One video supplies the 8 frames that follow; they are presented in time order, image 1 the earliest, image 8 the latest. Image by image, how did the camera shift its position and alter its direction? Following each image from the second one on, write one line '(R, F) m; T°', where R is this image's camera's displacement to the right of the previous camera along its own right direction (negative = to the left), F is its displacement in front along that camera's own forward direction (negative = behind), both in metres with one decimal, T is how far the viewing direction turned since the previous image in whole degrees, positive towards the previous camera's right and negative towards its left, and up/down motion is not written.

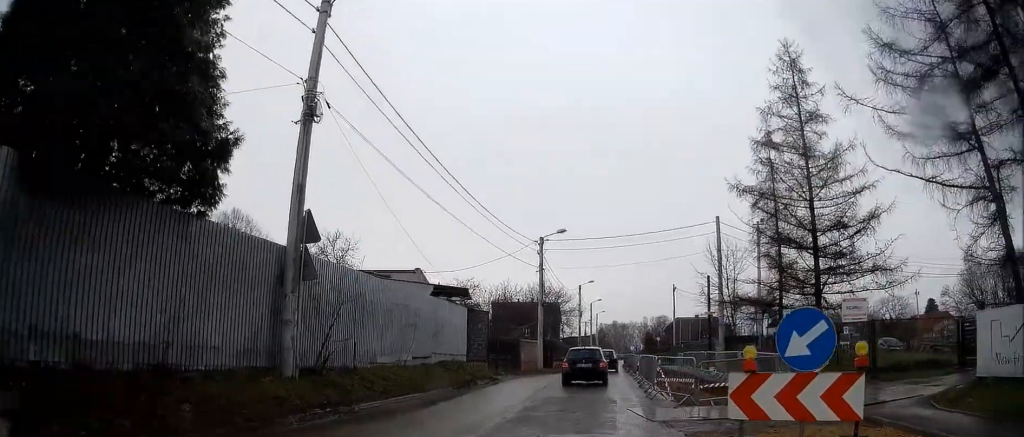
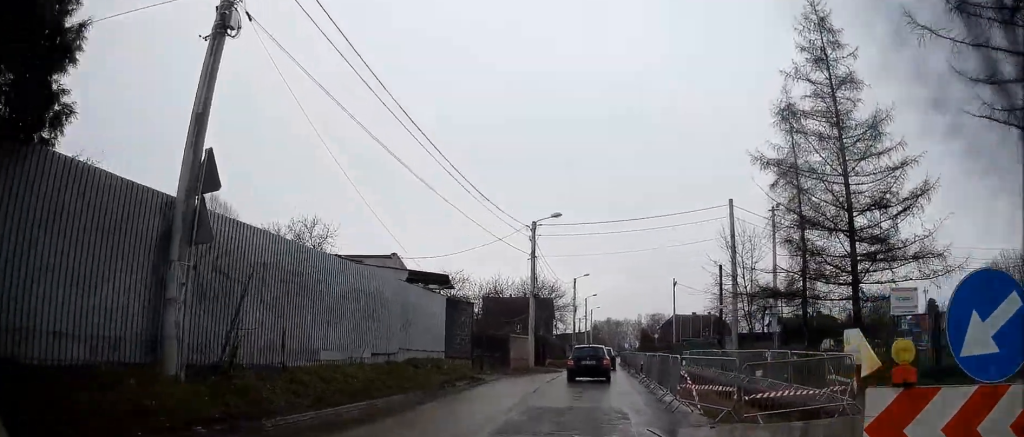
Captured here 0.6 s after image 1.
(0.0, +4.3) m; -1°
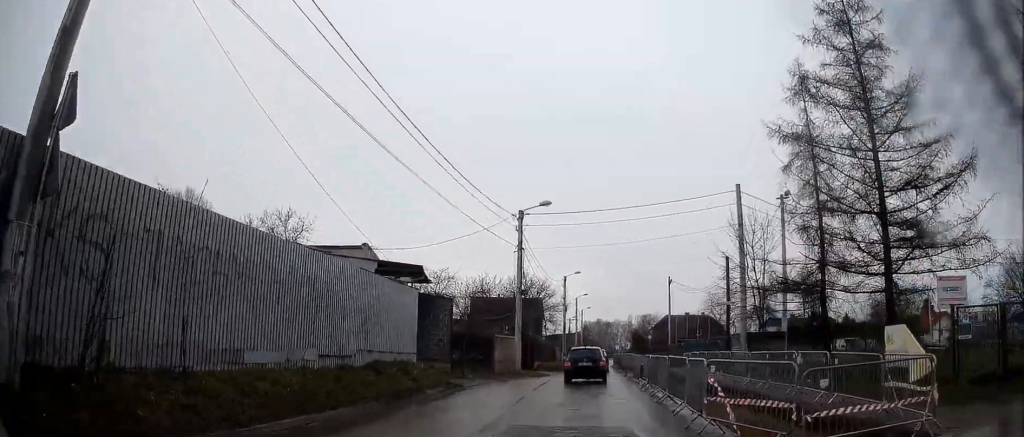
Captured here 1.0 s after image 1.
(0.0, +3.3) m; 0°
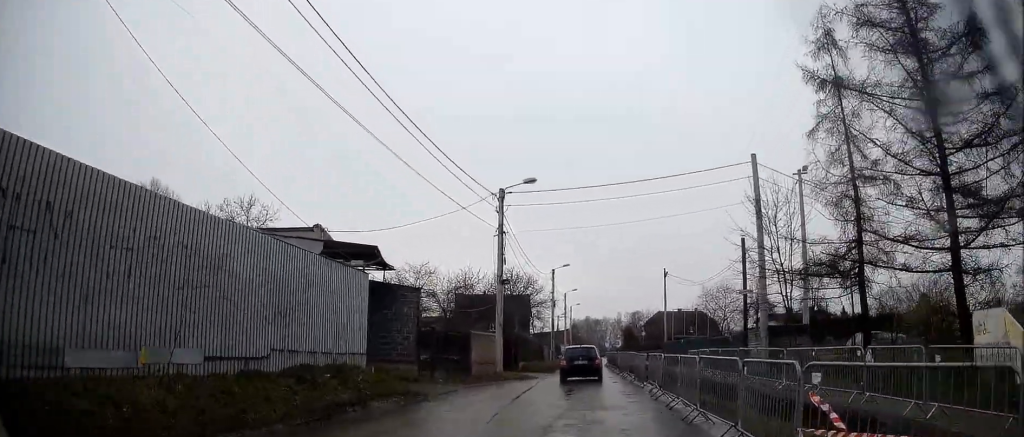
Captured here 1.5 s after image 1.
(-0.1, +4.5) m; 0°
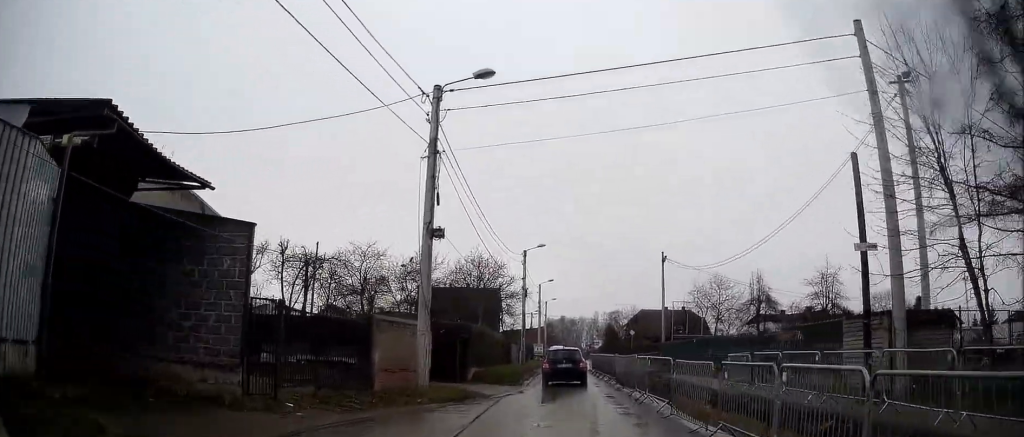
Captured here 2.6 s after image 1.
(+0.2, +11.6) m; +3°
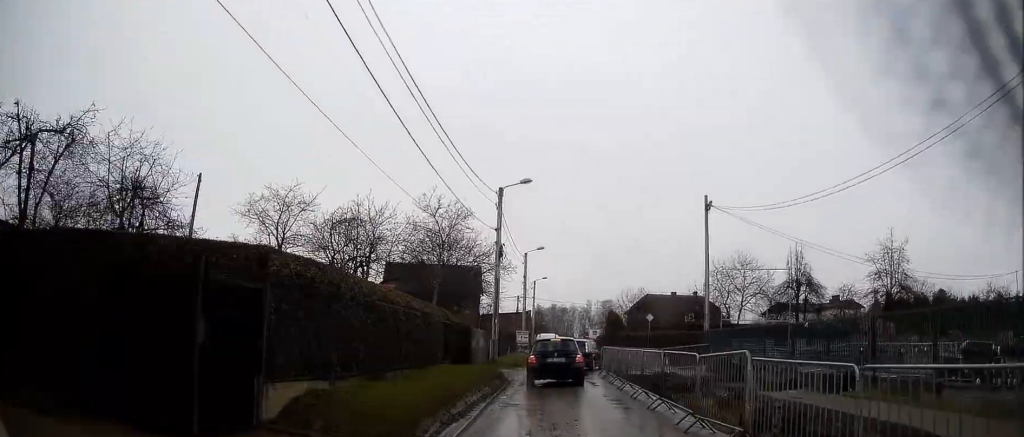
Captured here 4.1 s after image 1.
(+0.7, +16.0) m; +3°
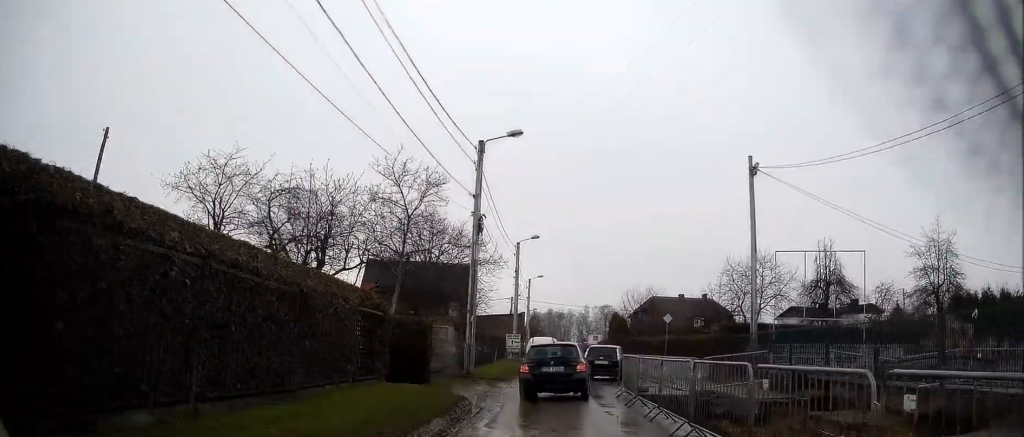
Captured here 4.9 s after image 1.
(+0.1, +8.3) m; -1°
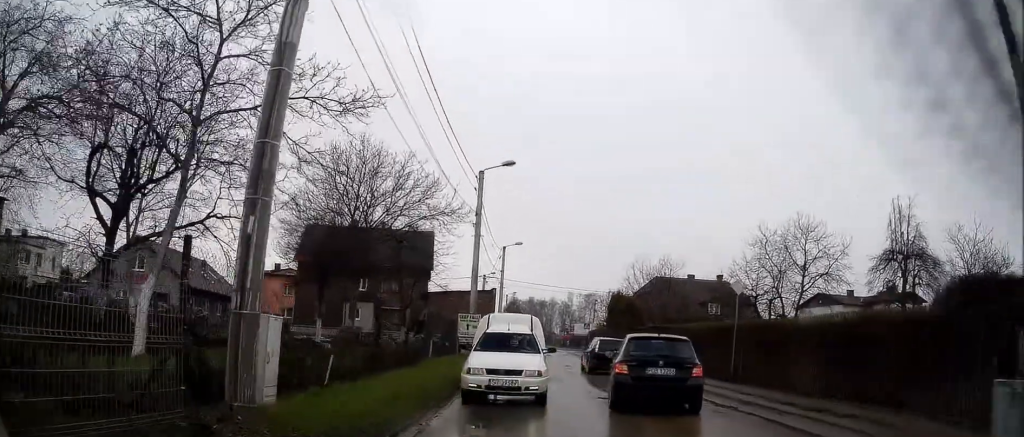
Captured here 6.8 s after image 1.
(-0.6, +17.3) m; +1°
